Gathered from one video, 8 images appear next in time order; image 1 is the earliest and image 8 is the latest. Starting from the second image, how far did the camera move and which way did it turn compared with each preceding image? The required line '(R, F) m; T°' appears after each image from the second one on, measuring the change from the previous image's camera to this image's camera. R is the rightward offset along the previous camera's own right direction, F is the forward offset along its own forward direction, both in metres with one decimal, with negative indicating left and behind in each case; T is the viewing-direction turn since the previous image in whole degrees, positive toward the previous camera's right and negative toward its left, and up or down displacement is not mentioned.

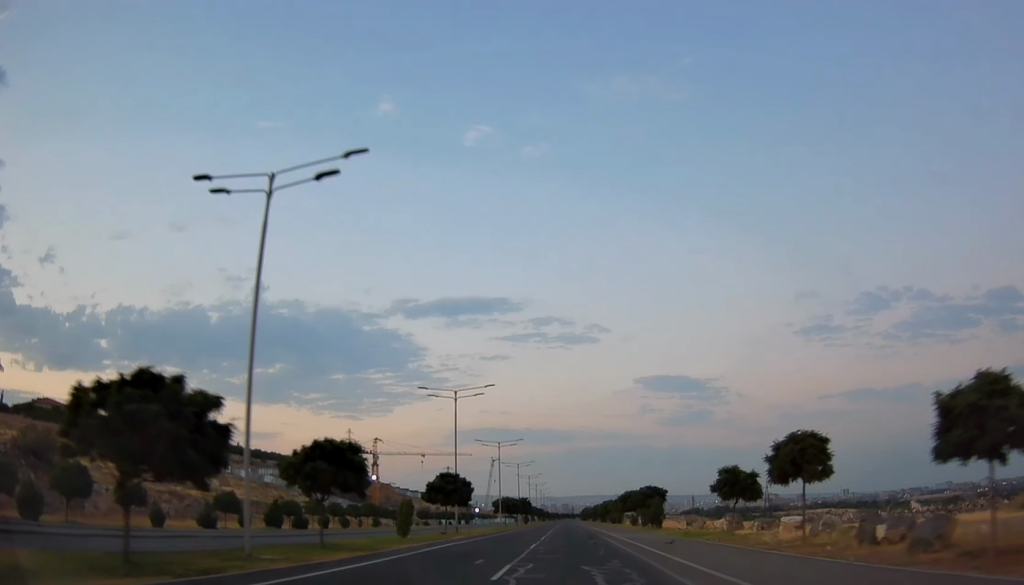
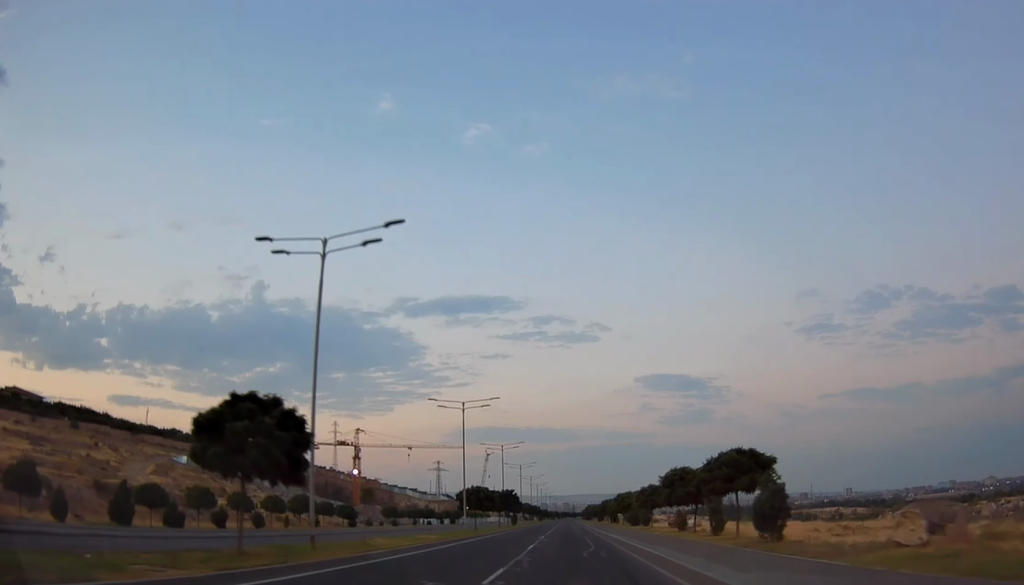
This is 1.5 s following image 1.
(+0.3, +26.0) m; +1°
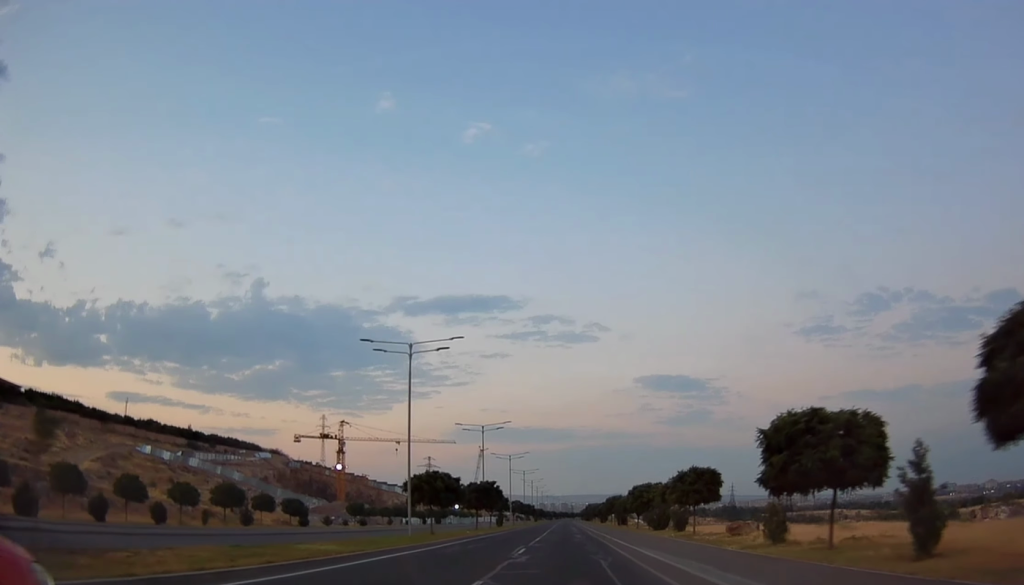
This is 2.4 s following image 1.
(0.0, +16.8) m; 0°
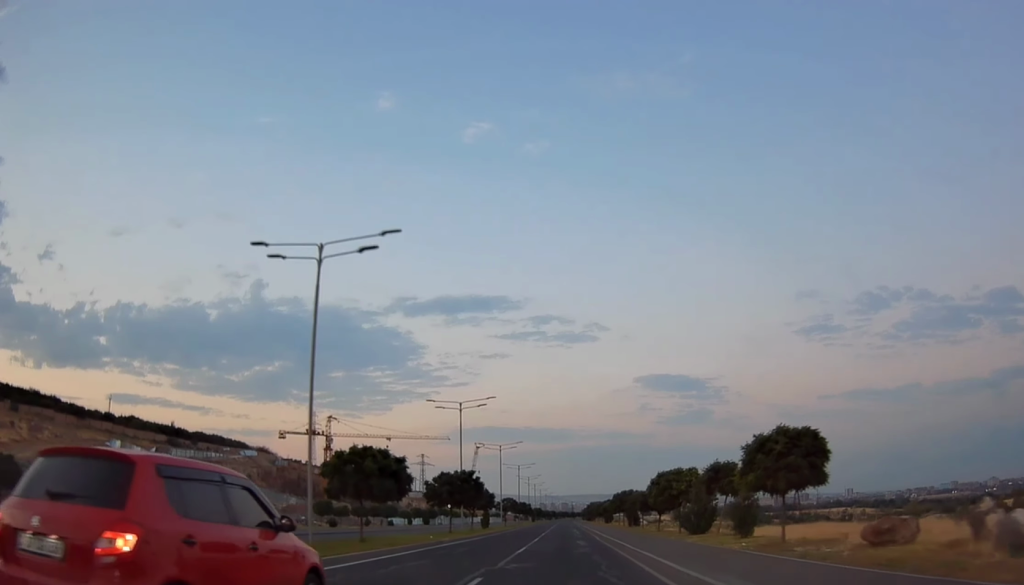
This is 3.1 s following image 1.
(0.0, +12.9) m; 0°
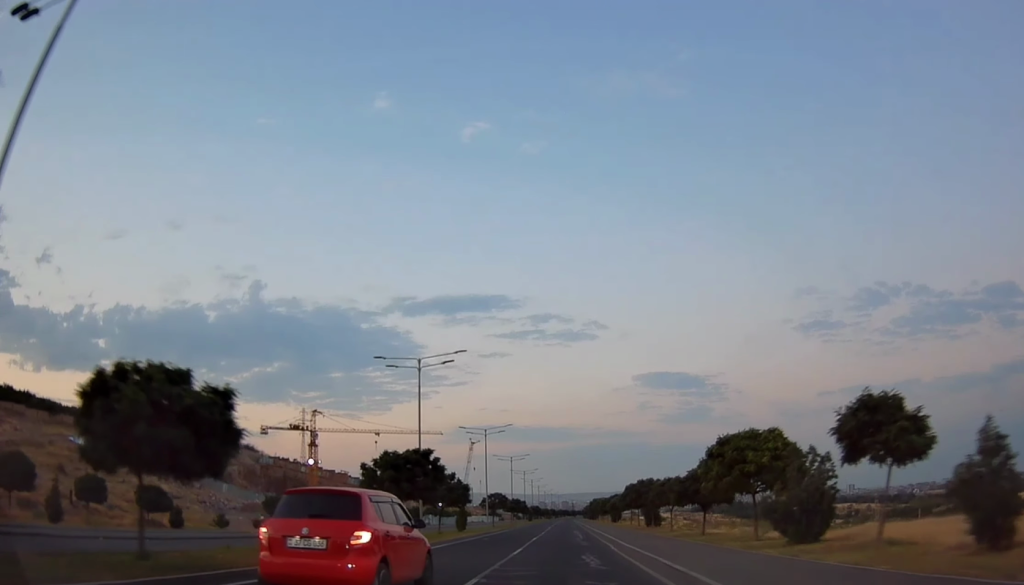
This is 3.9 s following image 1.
(0.0, +13.5) m; 0°
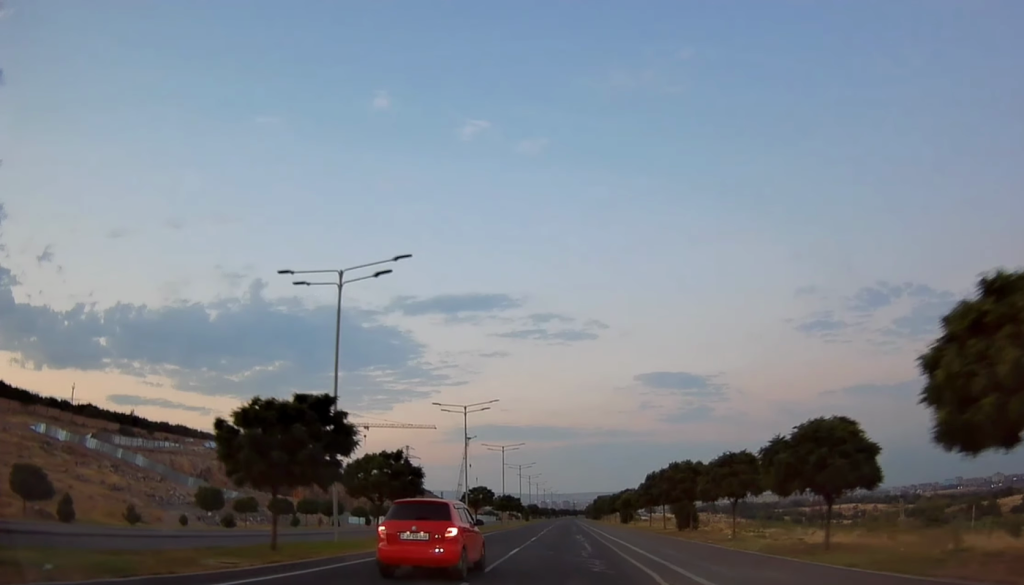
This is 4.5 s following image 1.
(0.0, +11.8) m; 0°
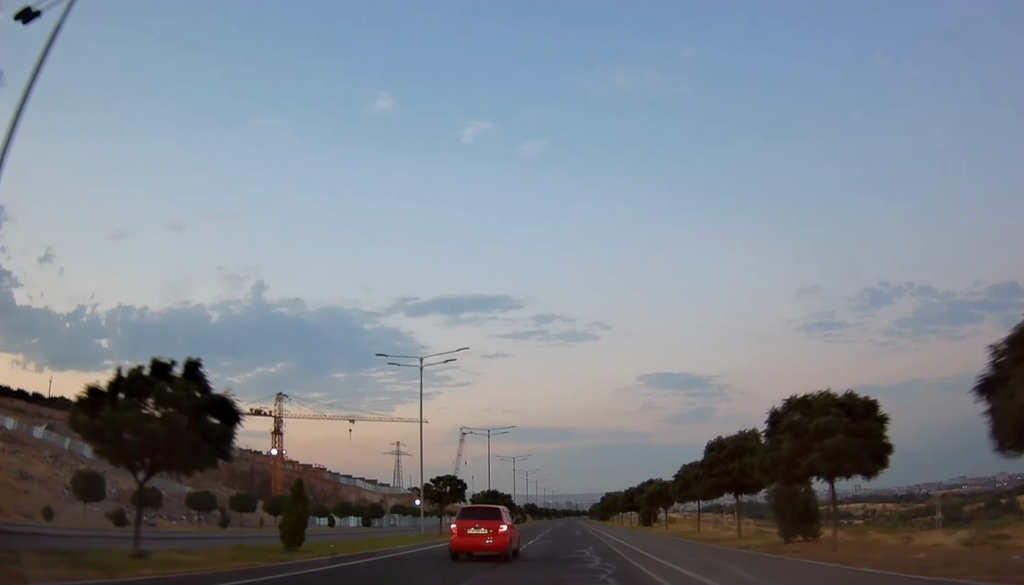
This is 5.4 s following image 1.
(0.0, +16.7) m; -1°
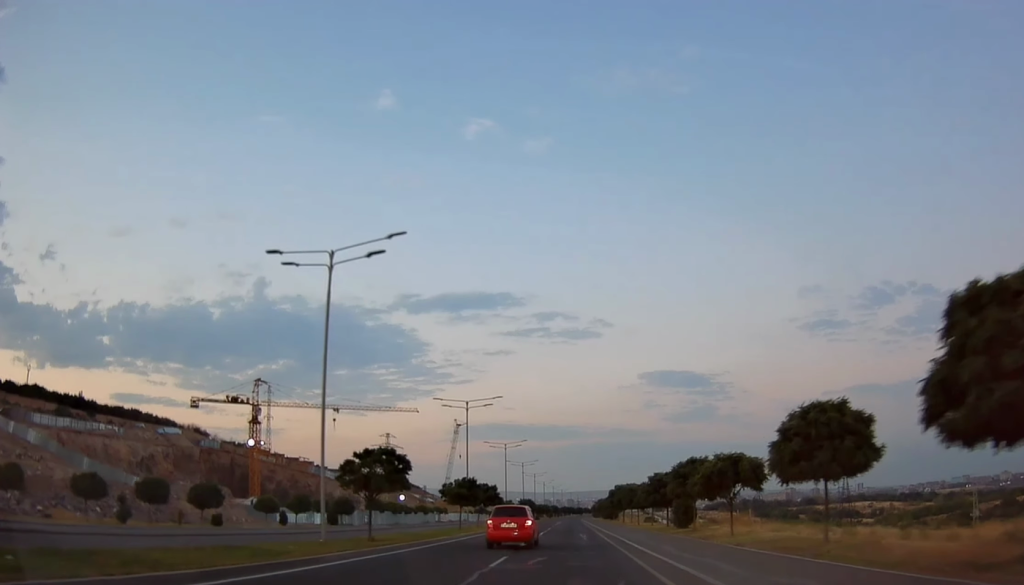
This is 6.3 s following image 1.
(-0.3, +15.2) m; 0°
